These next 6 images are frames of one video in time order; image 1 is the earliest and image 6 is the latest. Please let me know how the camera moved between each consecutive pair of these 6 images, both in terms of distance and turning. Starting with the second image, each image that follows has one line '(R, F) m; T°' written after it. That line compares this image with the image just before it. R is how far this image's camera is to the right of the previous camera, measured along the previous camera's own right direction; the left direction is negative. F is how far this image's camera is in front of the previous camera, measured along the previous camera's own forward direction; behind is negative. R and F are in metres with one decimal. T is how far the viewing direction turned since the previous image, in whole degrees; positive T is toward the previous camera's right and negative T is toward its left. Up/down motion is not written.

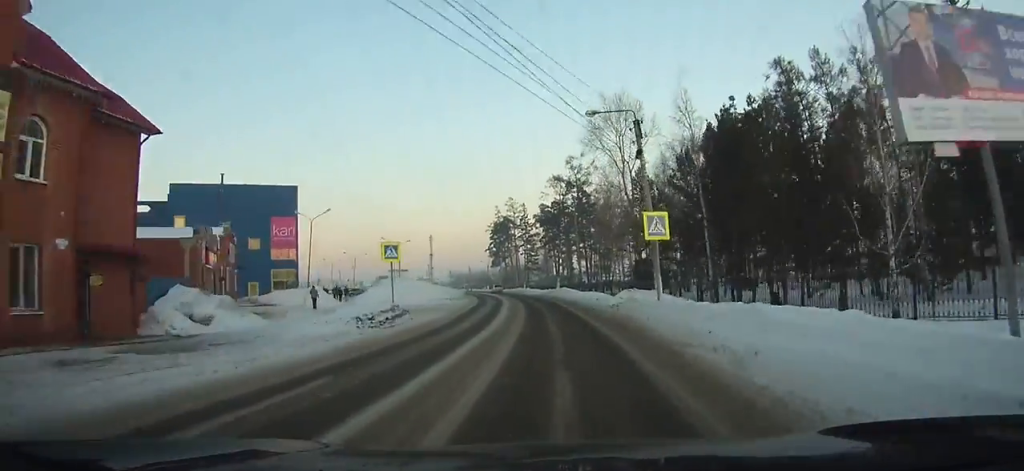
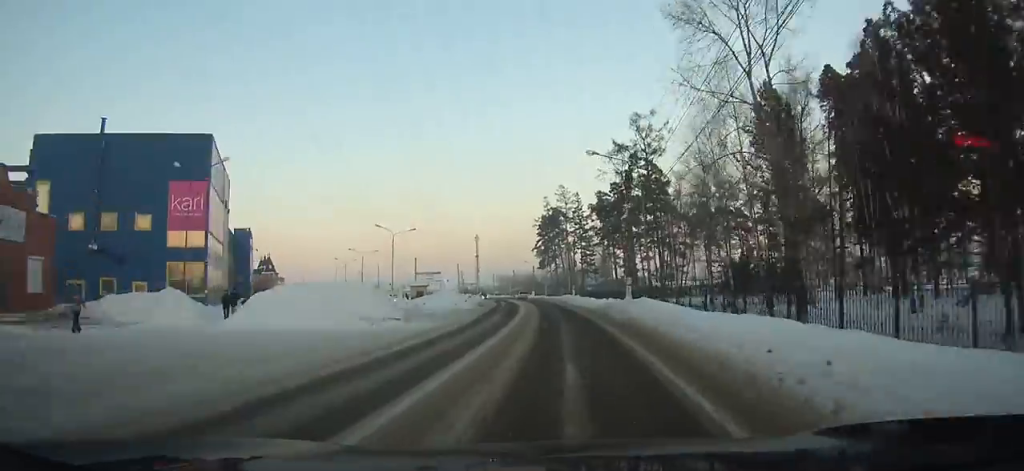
(-1.2, +29.0) m; -5°
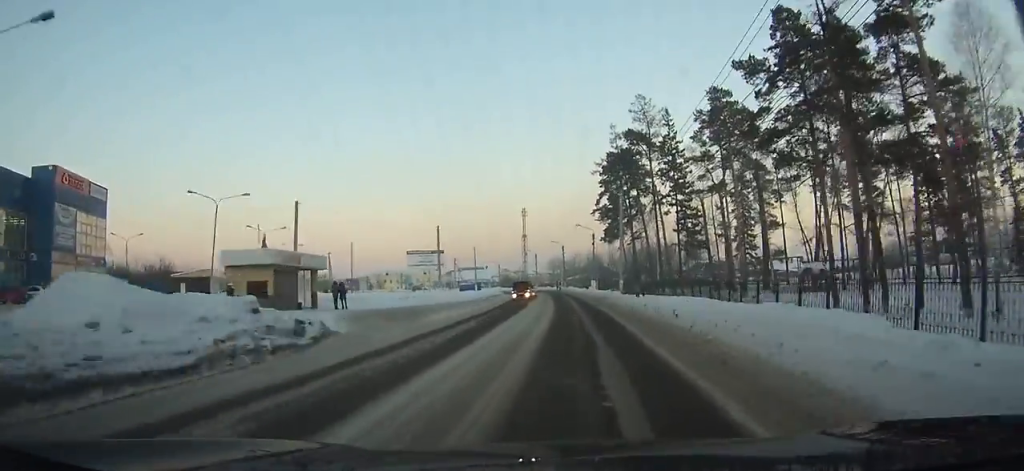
(-4.4, +59.0) m; -6°
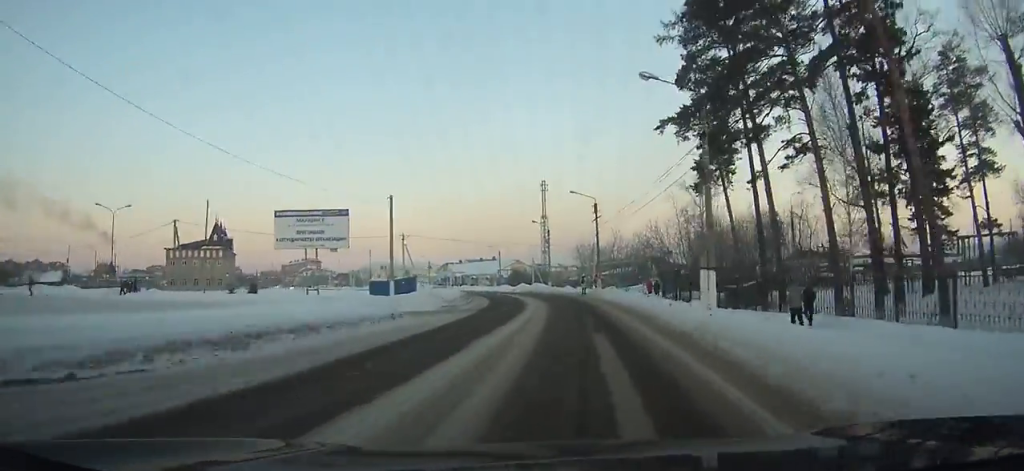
(-0.9, +50.1) m; -3°
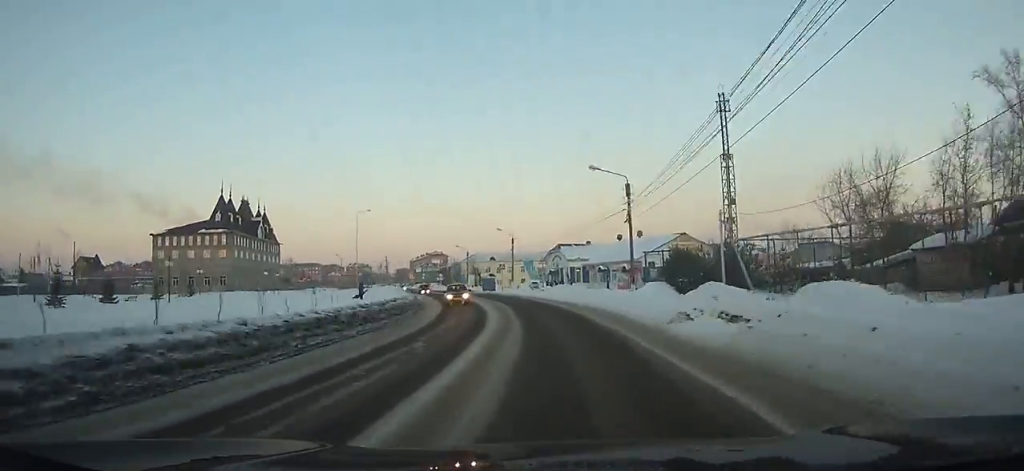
(-7.3, +69.3) m; -15°
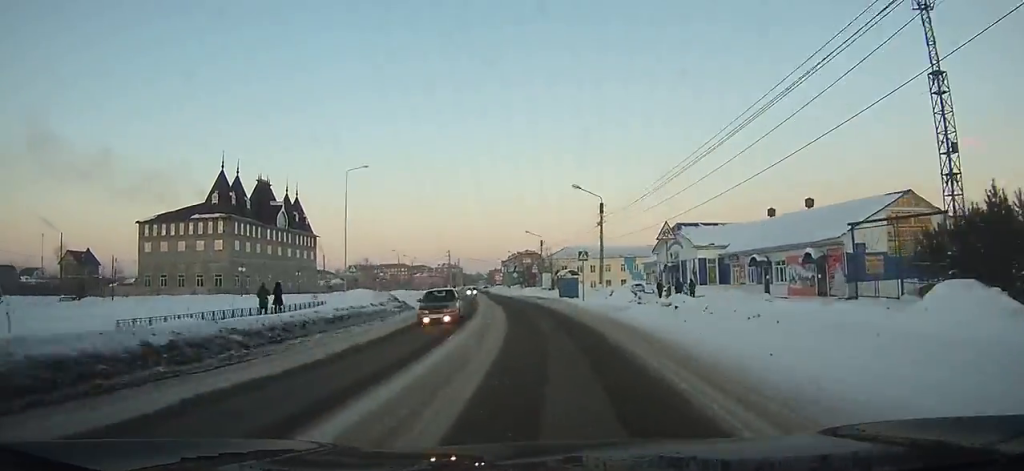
(-2.9, +35.0) m; -10°
